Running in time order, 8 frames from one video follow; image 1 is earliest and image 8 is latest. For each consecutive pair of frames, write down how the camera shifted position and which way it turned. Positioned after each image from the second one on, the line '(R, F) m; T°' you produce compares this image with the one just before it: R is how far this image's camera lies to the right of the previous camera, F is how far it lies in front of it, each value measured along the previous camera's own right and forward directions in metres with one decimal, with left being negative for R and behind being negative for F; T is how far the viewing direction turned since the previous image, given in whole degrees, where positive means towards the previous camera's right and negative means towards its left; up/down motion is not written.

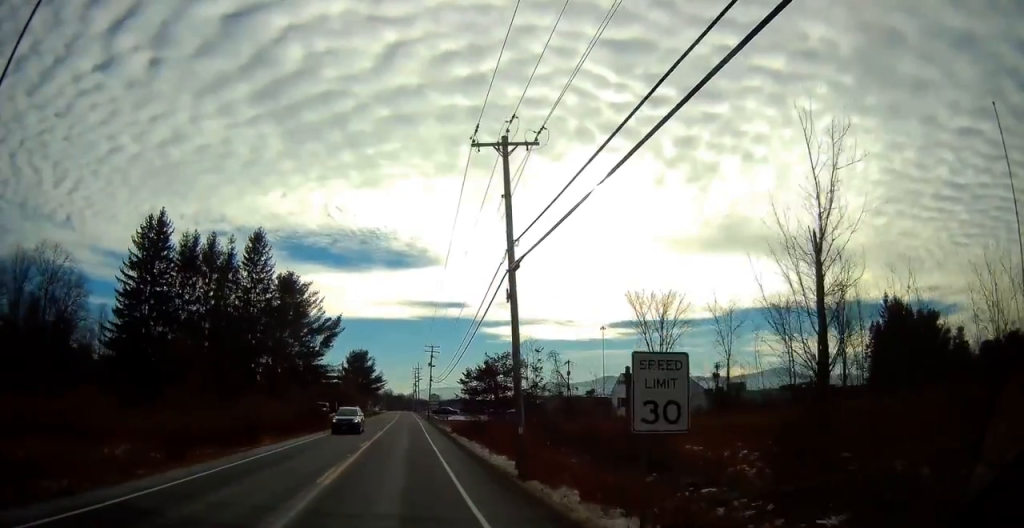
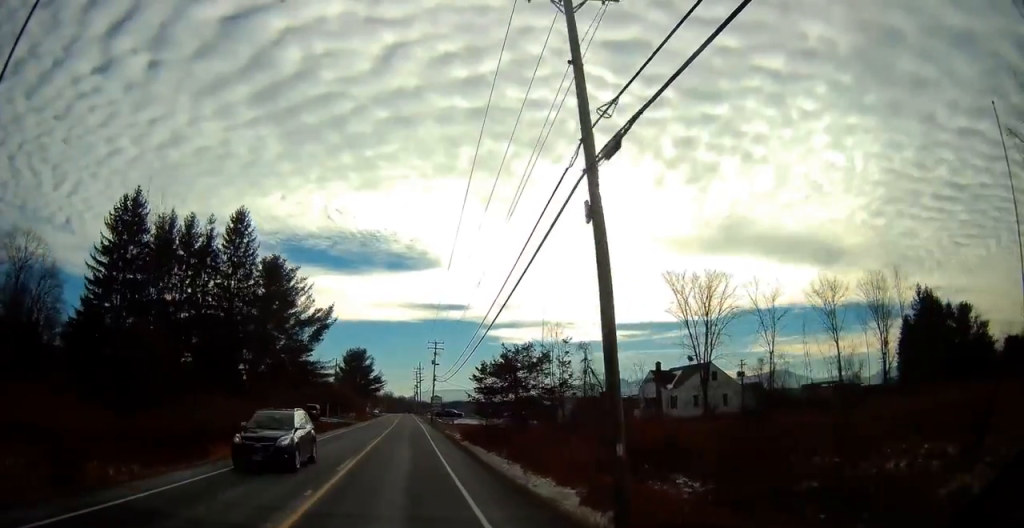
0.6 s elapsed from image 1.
(0.0, +8.6) m; 0°
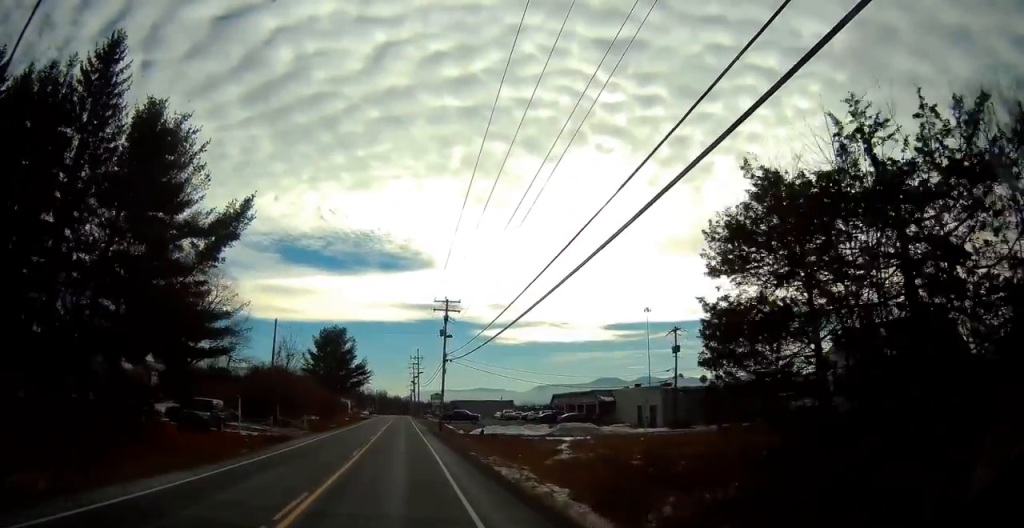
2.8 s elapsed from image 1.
(+0.1, +32.4) m; 0°
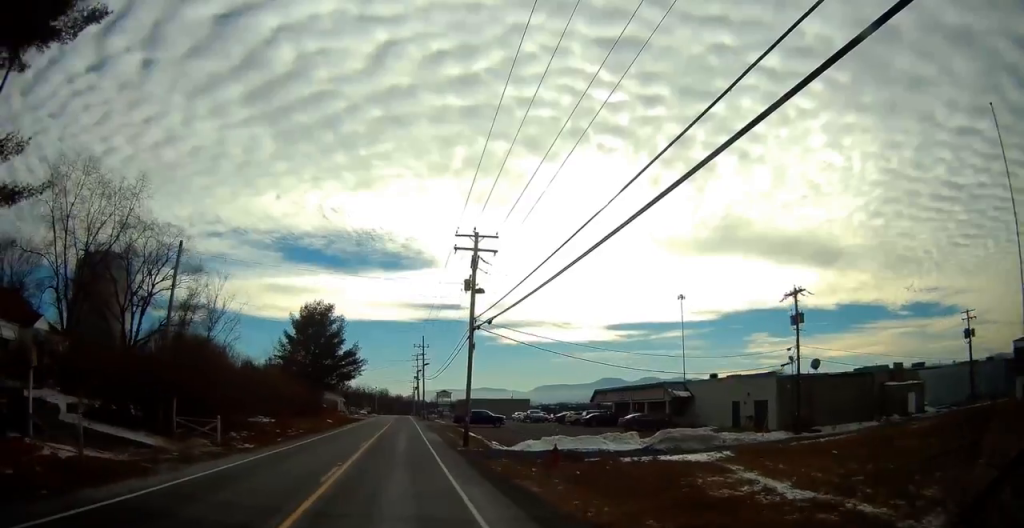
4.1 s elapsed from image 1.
(0.0, +19.7) m; -1°
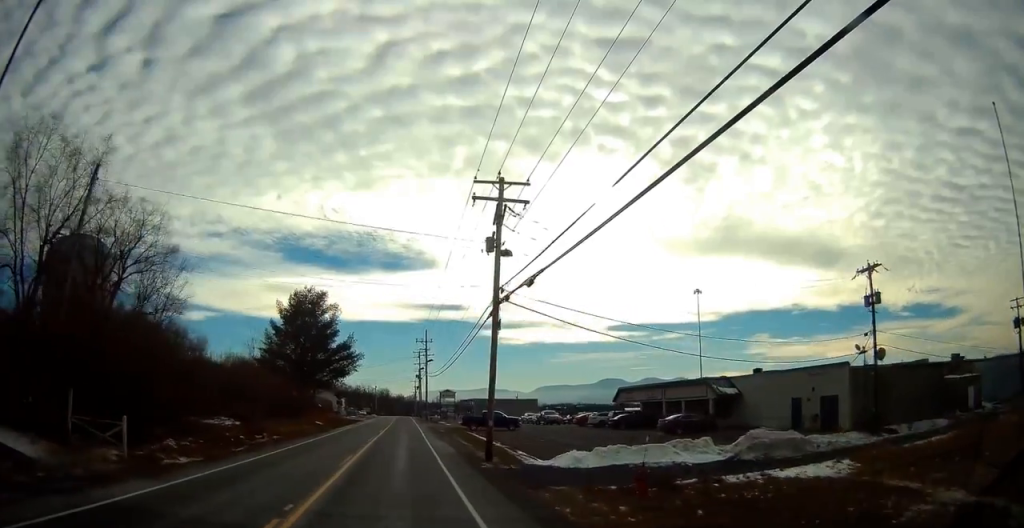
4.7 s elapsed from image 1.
(0.0, +8.1) m; -1°
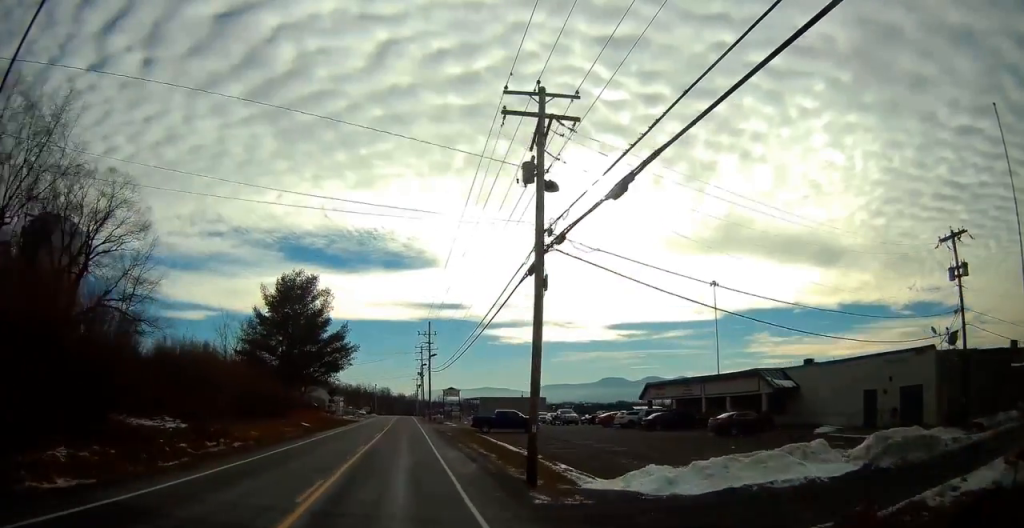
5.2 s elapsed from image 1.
(-0.2, +7.5) m; 0°
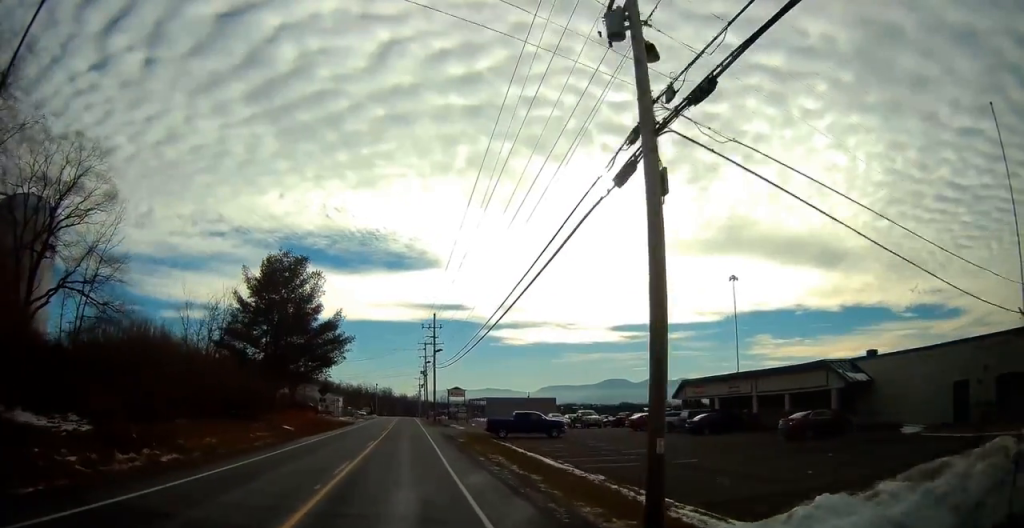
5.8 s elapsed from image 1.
(-0.1, +7.5) m; 0°
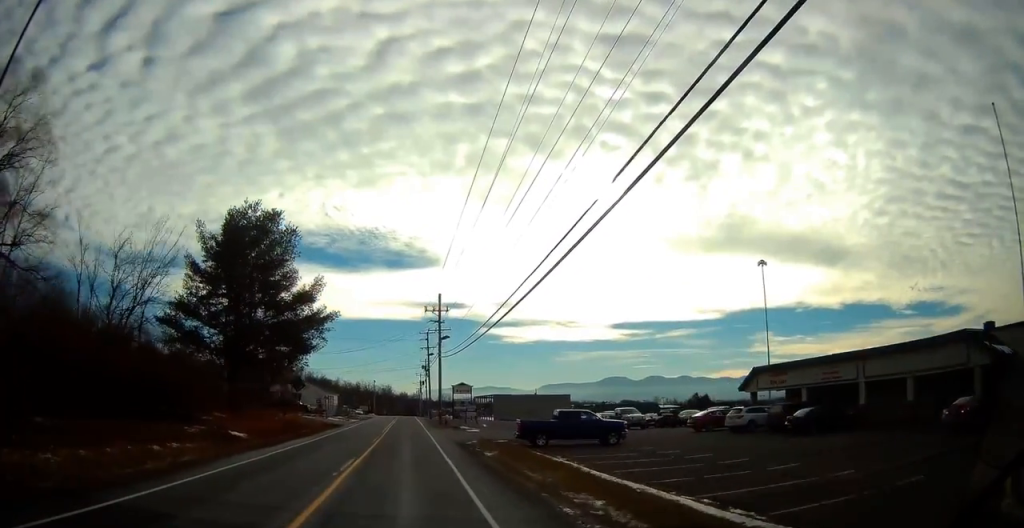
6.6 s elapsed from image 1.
(+0.3, +11.6) m; 0°
